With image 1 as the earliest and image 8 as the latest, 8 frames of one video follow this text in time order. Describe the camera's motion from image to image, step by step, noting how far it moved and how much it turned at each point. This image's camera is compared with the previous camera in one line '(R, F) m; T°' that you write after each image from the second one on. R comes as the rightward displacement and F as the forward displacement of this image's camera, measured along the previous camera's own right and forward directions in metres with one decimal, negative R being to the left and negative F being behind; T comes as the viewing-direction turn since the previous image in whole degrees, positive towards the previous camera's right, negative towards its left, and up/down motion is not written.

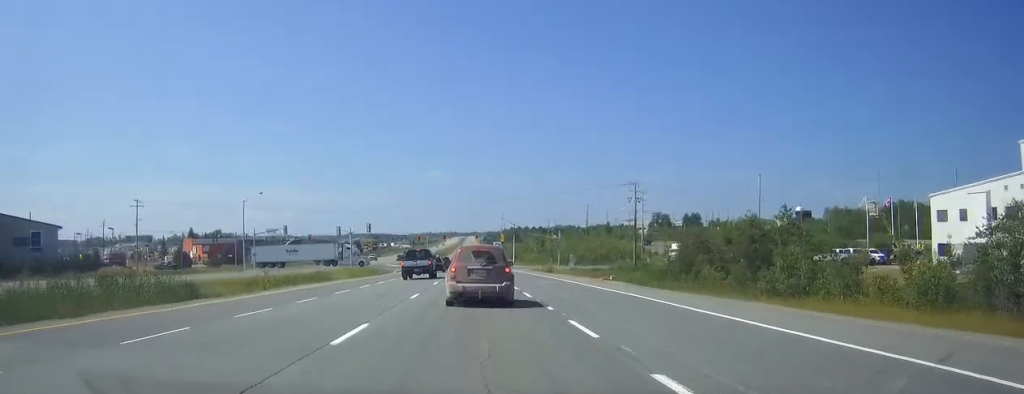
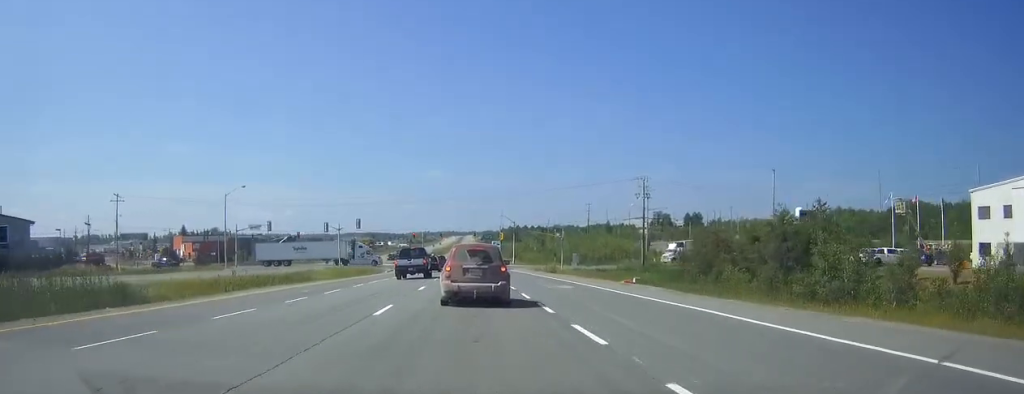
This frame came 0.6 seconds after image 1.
(0.0, +8.0) m; 0°
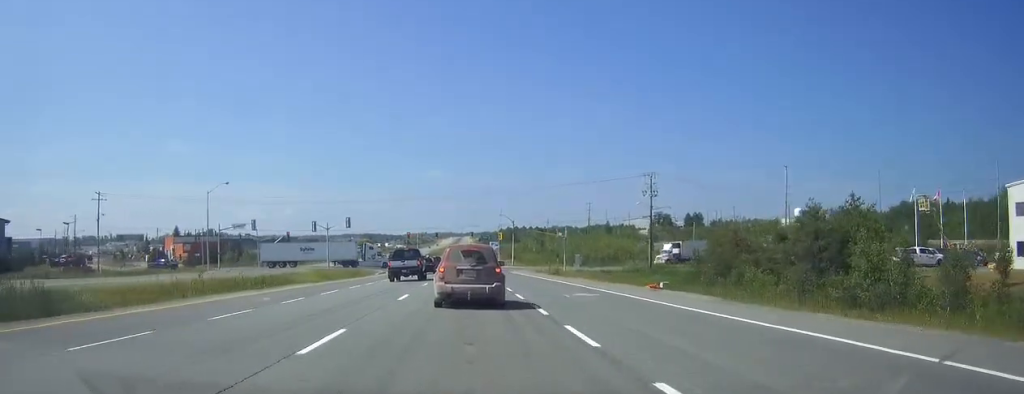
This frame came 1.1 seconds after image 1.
(0.0, +6.4) m; 0°
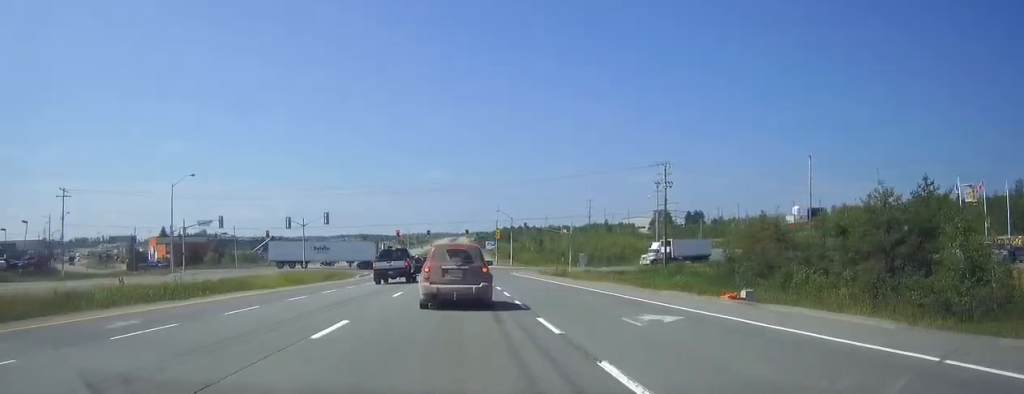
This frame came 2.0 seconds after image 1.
(+0.1, +11.2) m; +1°
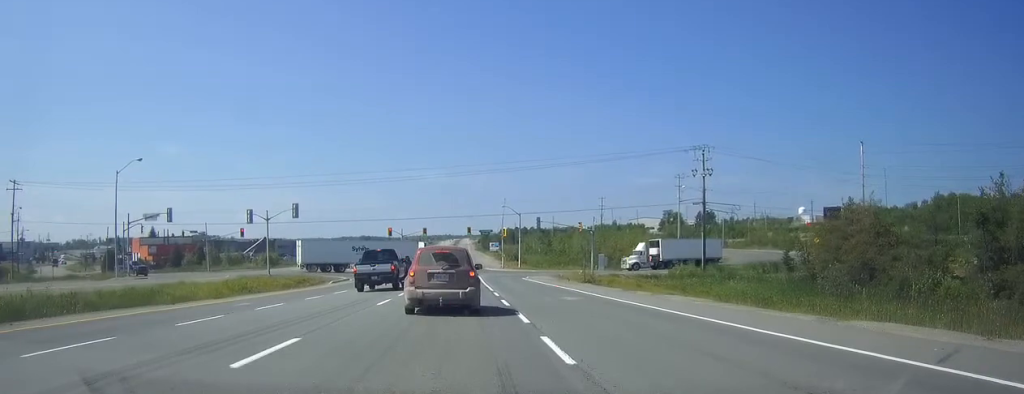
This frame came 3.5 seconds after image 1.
(0.0, +16.2) m; 0°
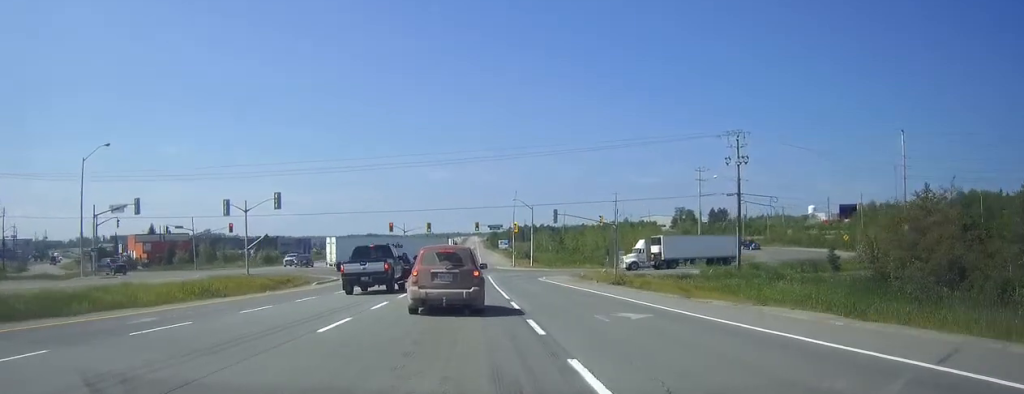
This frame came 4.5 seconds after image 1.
(0.0, +8.8) m; -1°
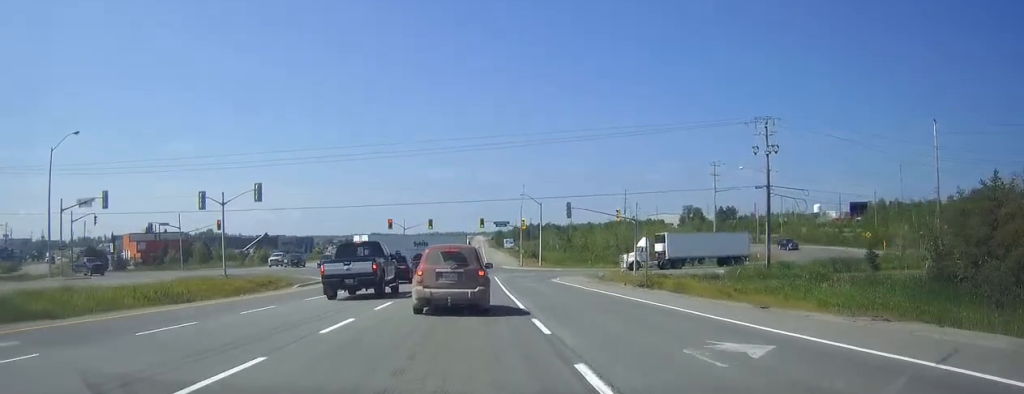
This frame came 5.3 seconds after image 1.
(-0.1, +6.8) m; 0°
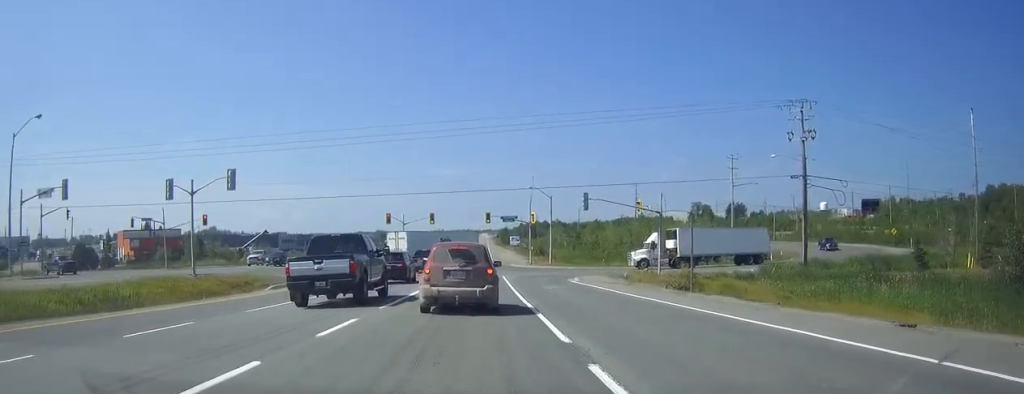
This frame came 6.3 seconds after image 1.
(+0.1, +7.1) m; 0°
